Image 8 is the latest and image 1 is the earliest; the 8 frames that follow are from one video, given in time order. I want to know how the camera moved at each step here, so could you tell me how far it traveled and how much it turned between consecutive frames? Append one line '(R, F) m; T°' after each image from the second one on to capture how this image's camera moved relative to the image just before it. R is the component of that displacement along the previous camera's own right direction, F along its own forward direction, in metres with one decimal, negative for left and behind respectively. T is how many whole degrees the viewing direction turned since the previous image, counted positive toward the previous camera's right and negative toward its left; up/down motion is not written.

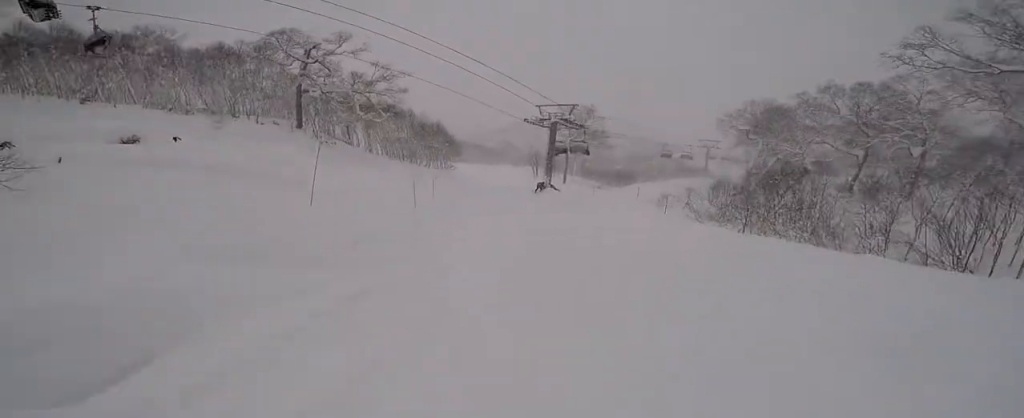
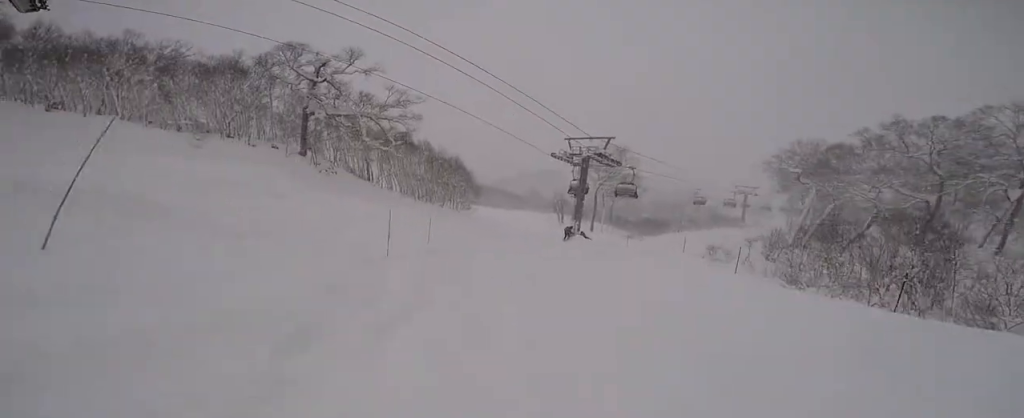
(0.0, +6.1) m; 0°
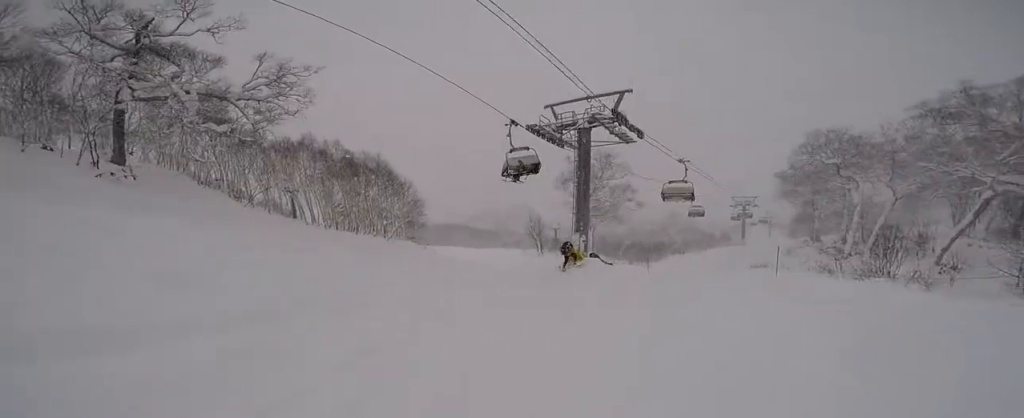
(0.0, +14.7) m; 0°
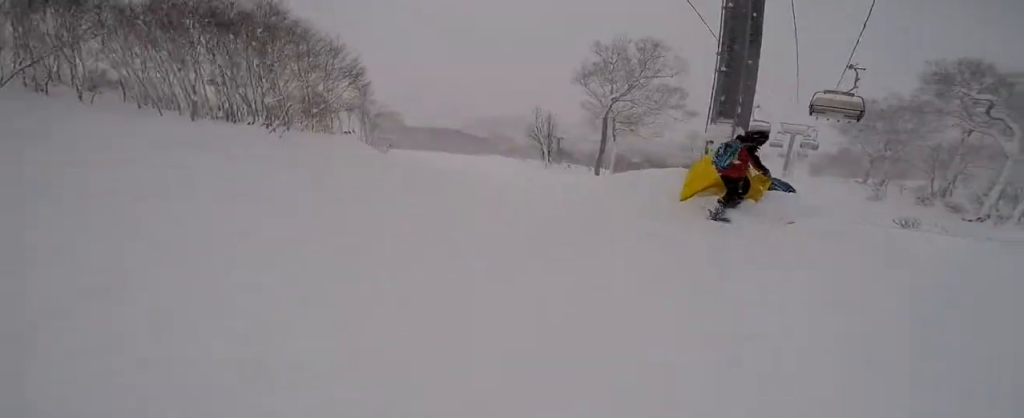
(0.0, +12.3) m; 0°
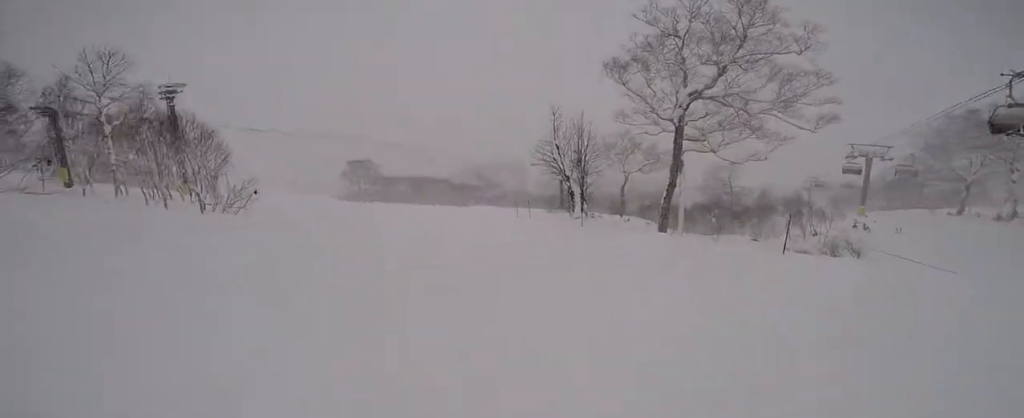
(+0.4, +19.1) m; +2°
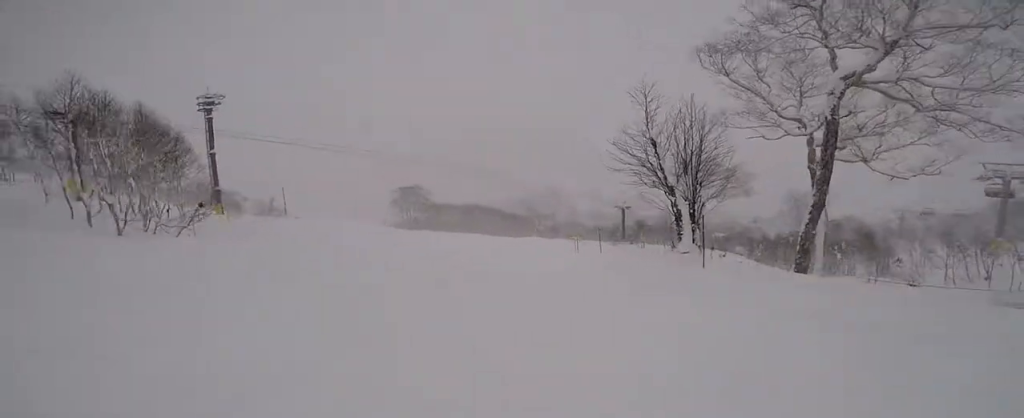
(+0.5, +6.6) m; -2°
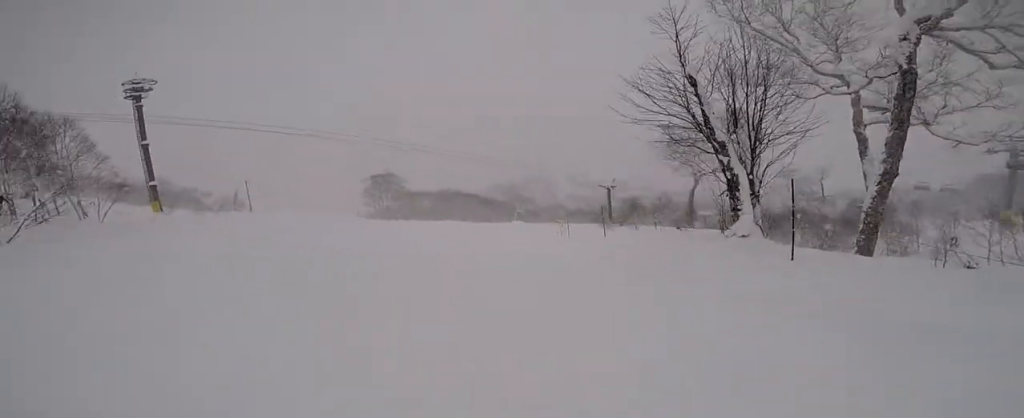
(-0.5, +4.1) m; -2°
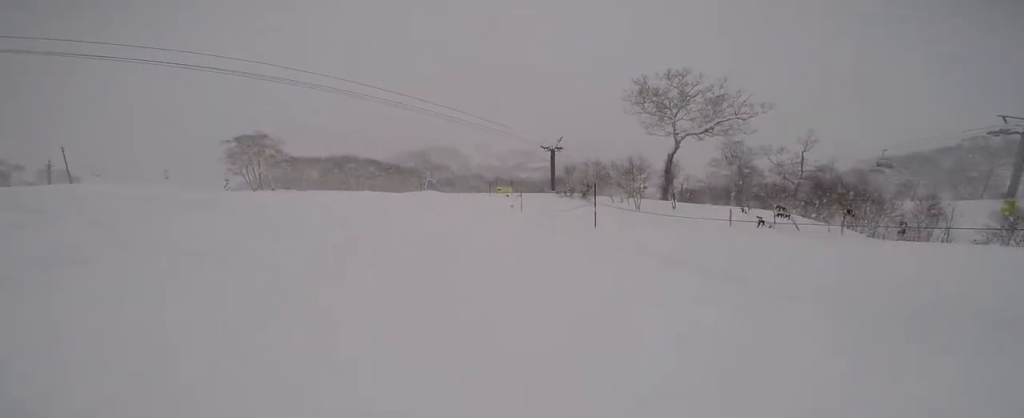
(-0.3, +14.8) m; -2°
